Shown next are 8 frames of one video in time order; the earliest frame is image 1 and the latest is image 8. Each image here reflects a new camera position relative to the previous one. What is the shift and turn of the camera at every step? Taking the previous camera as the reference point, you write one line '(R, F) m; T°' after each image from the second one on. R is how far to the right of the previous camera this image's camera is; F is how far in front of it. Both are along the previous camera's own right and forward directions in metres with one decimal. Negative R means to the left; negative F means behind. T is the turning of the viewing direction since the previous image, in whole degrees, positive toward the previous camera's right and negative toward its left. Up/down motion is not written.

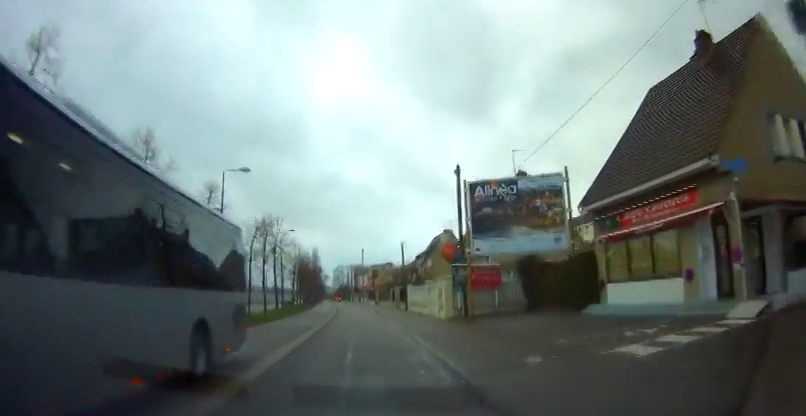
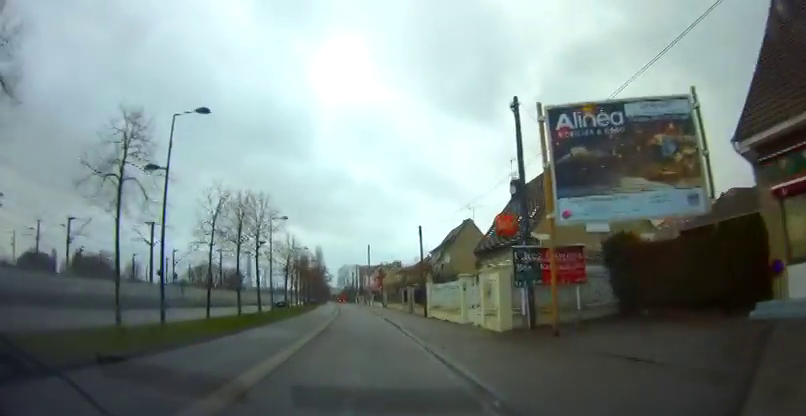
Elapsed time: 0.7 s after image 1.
(0.0, +8.9) m; 0°
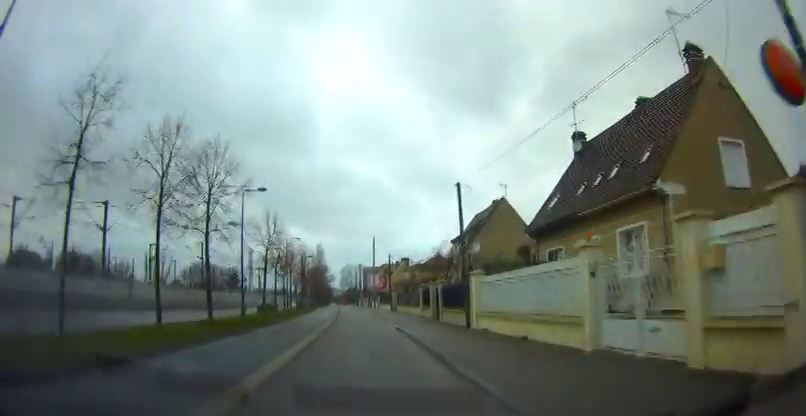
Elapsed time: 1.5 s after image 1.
(0.0, +11.5) m; 0°
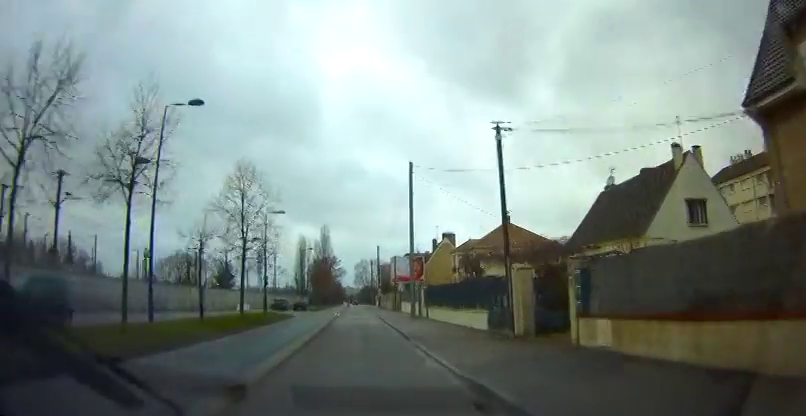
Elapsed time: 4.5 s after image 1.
(-0.7, +39.1) m; -2°
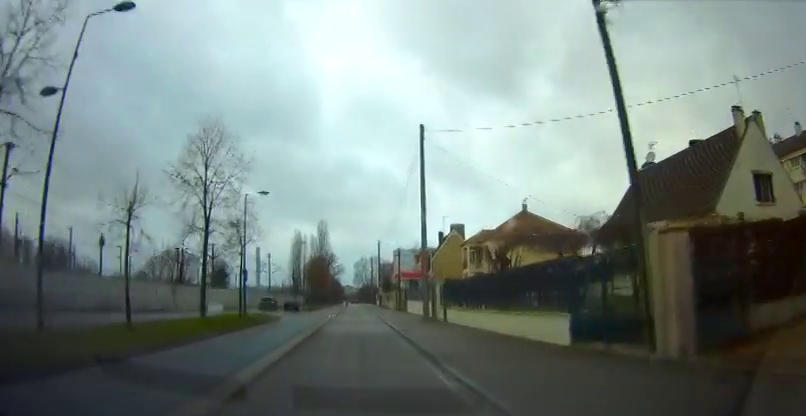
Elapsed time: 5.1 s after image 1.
(+0.2, +6.9) m; 0°
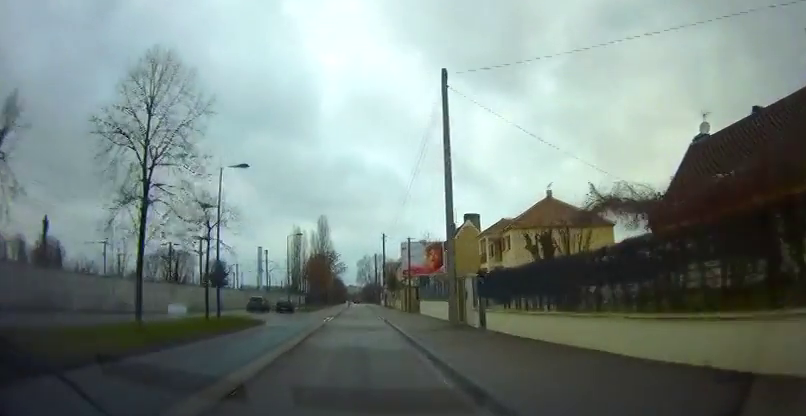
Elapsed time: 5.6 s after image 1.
(-0.2, +6.9) m; -1°
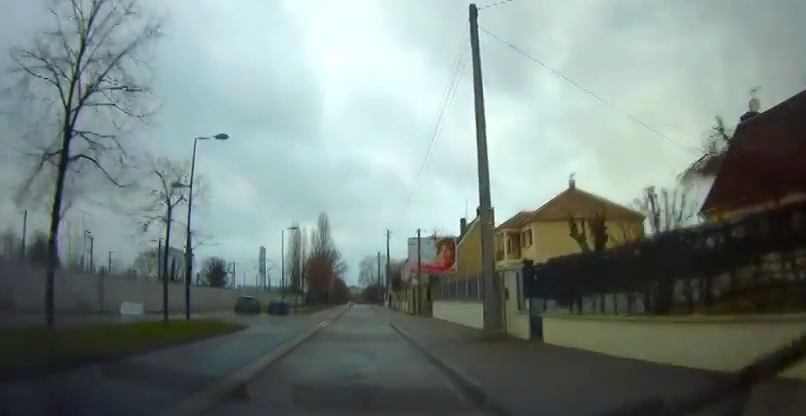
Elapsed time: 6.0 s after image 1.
(-0.1, +5.1) m; -1°
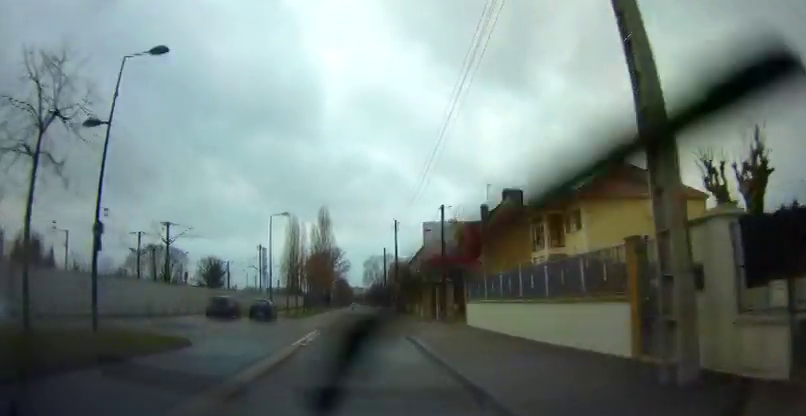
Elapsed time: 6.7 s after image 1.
(0.0, +8.4) m; 0°
